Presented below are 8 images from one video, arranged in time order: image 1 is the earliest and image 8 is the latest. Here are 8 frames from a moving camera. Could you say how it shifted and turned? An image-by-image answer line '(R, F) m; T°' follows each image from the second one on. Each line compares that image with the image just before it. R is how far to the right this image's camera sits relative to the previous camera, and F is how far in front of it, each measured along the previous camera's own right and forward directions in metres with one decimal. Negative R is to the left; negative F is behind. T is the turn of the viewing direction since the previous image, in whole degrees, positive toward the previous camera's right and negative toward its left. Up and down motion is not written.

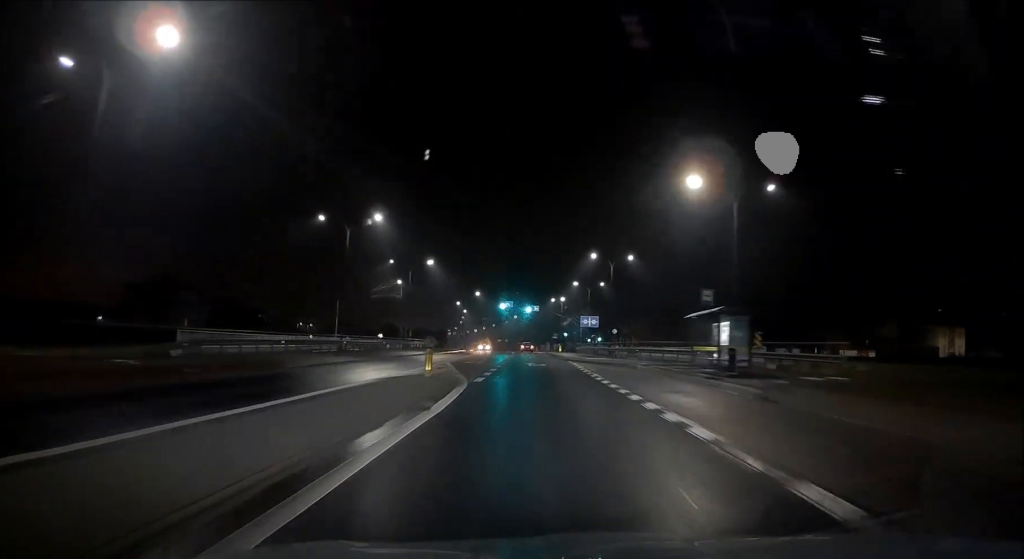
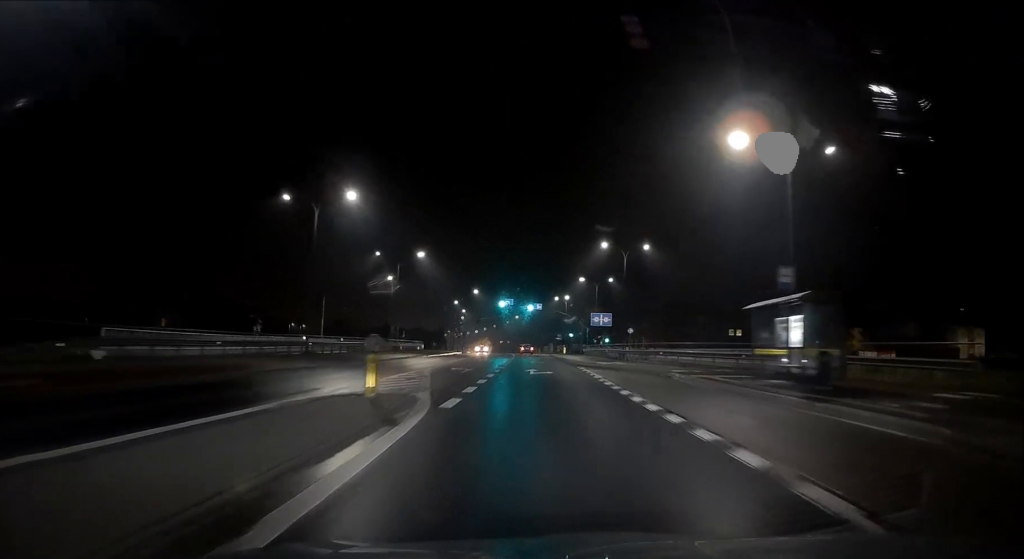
(0.0, +8.0) m; 0°
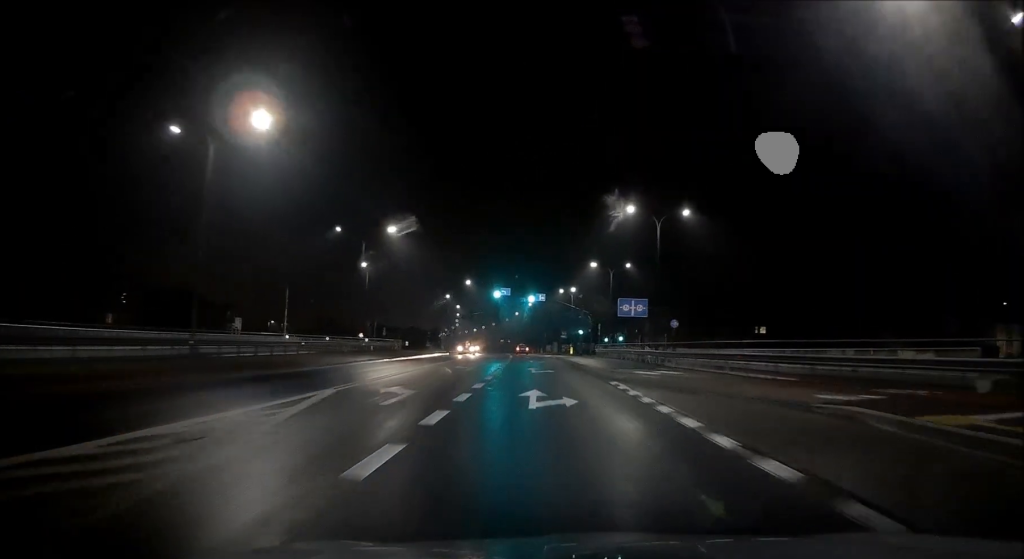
(+0.1, +14.9) m; 0°
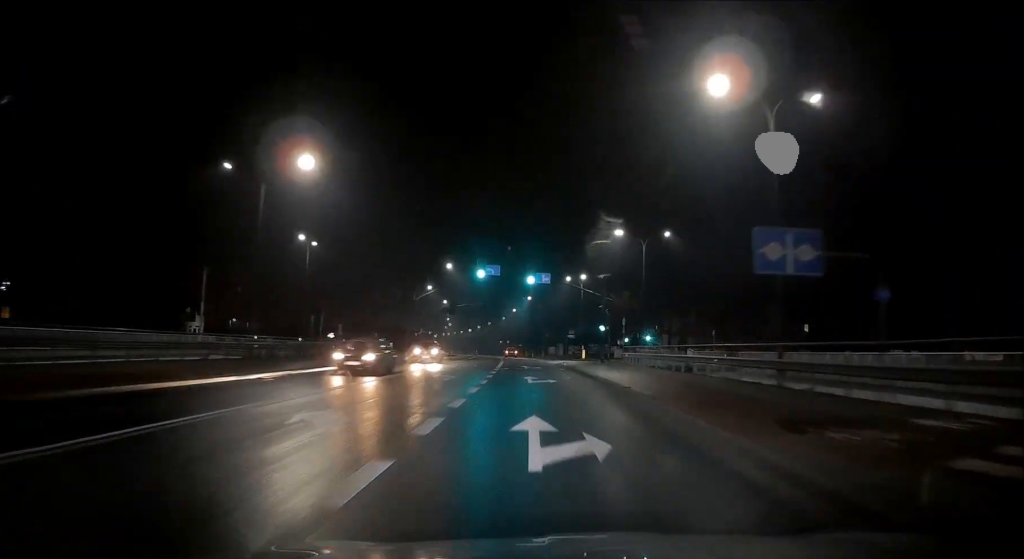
(0.0, +21.2) m; 0°
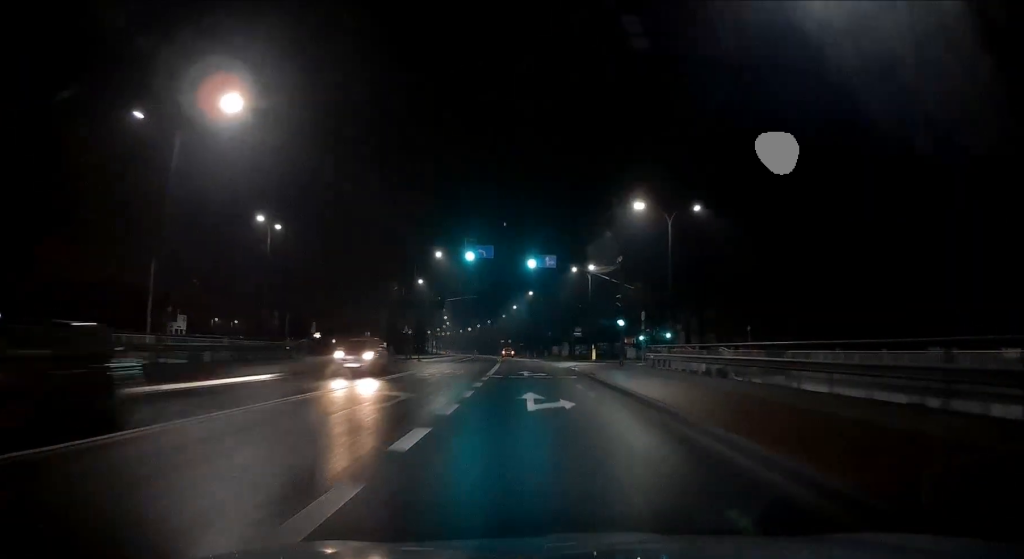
(0.0, +9.2) m; 0°
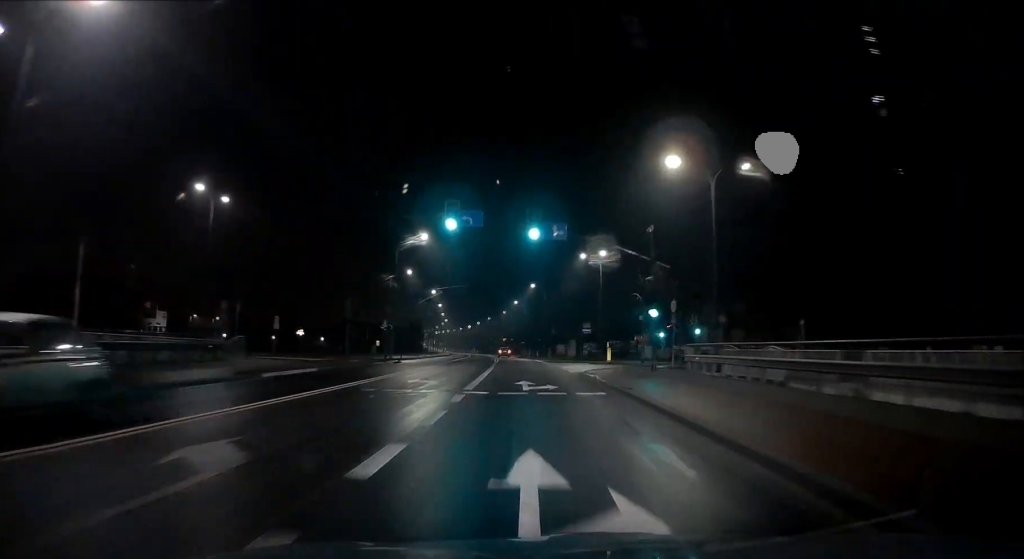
(+0.1, +9.6) m; -1°
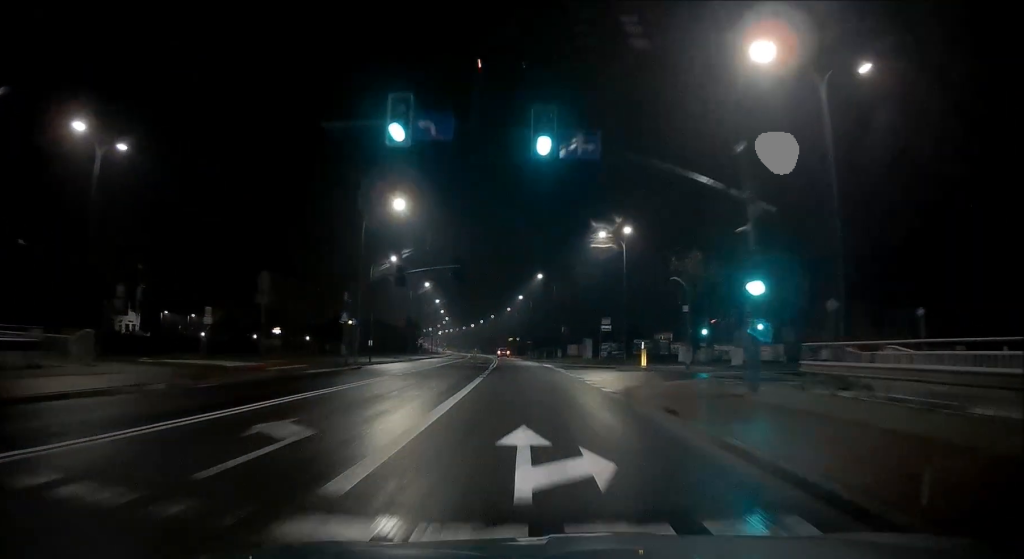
(-0.4, +12.4) m; -1°
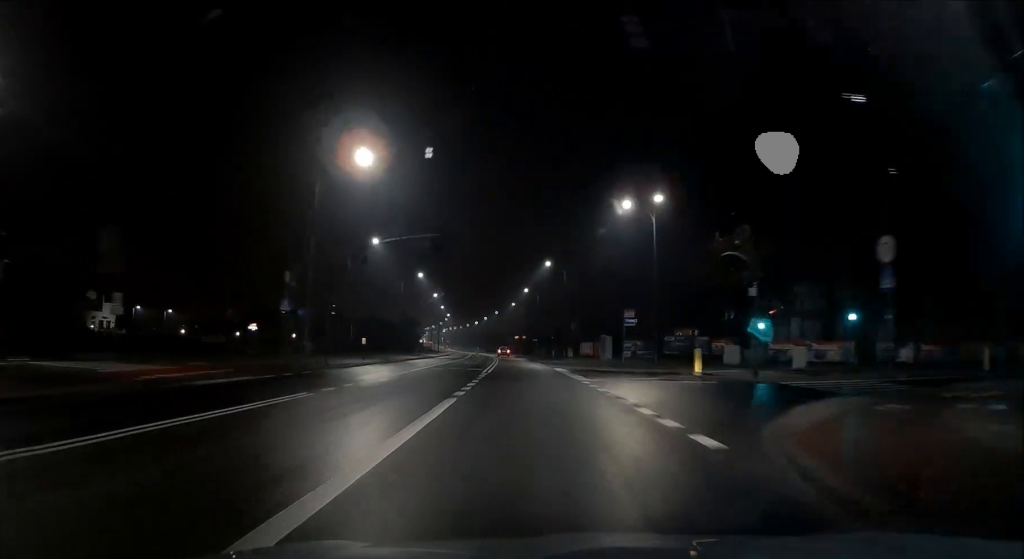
(+0.1, +10.2) m; +1°
